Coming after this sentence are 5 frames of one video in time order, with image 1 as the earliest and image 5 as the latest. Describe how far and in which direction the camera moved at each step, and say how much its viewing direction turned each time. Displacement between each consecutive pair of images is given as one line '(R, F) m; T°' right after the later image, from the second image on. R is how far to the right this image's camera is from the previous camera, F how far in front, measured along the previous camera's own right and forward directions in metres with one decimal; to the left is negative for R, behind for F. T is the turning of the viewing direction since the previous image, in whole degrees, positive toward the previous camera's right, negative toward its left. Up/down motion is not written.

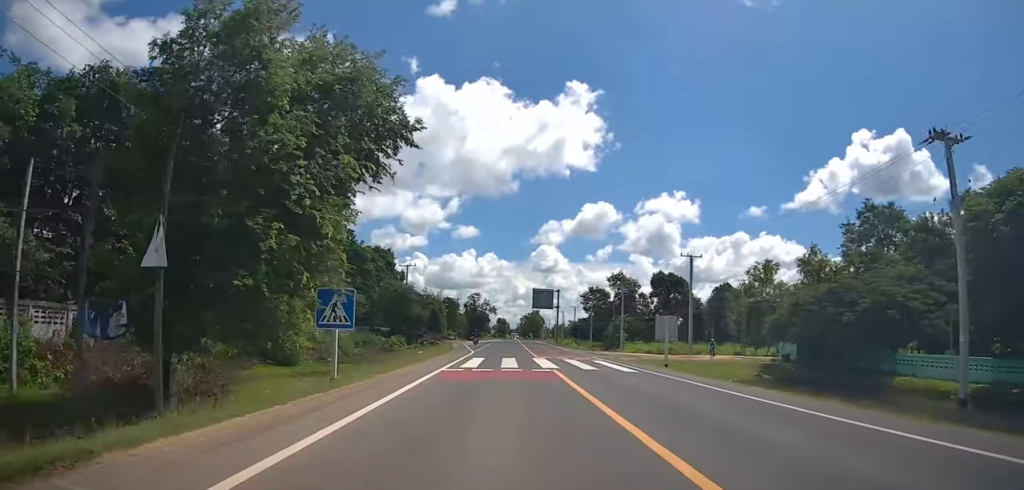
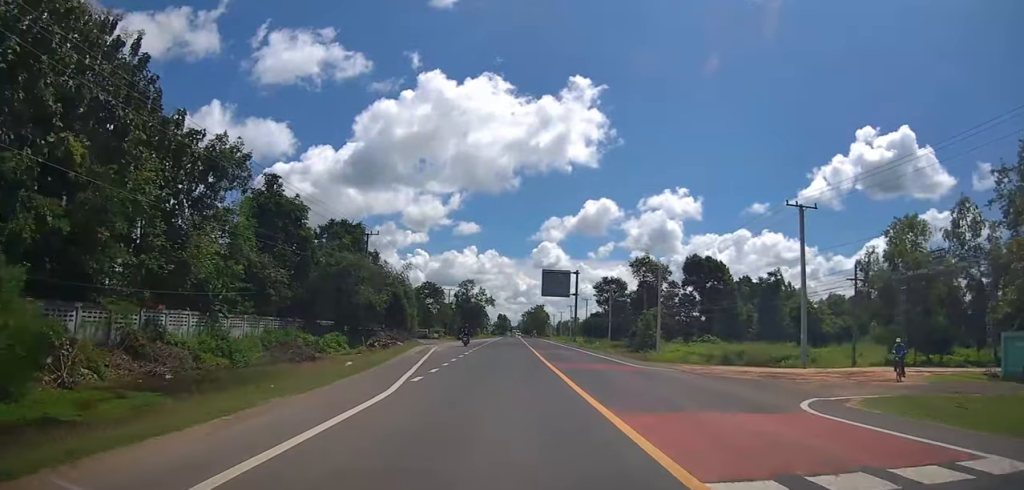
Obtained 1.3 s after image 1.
(+0.9, +25.5) m; +2°
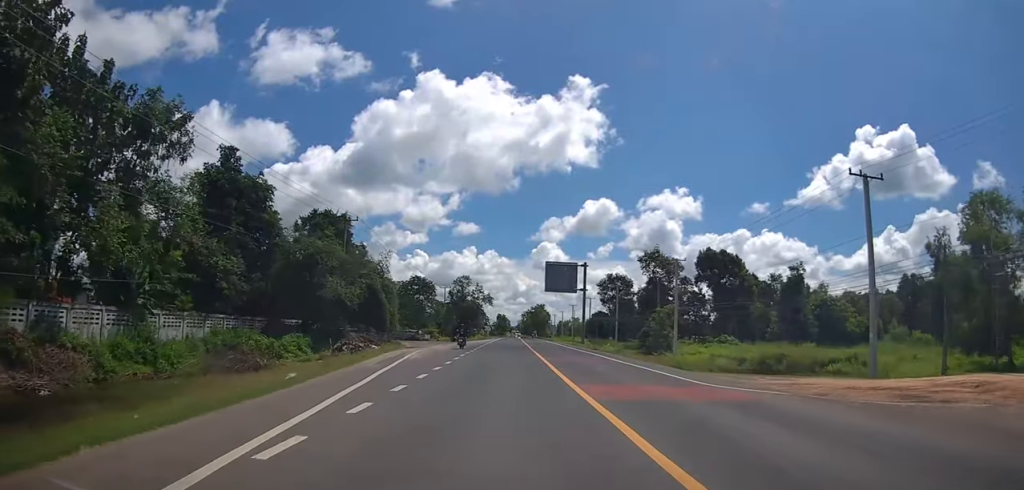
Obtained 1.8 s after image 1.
(+0.1, +8.3) m; -1°
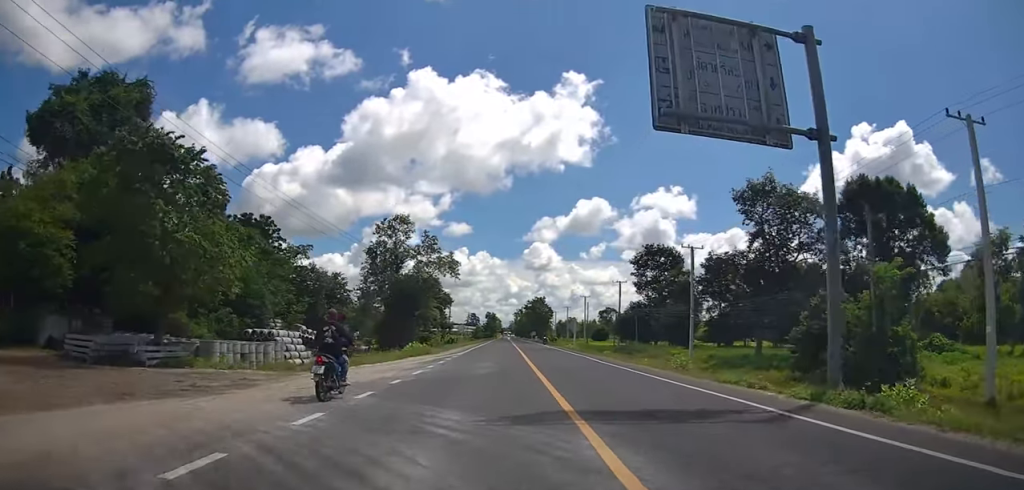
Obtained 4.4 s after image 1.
(-0.2, +50.3) m; +1°
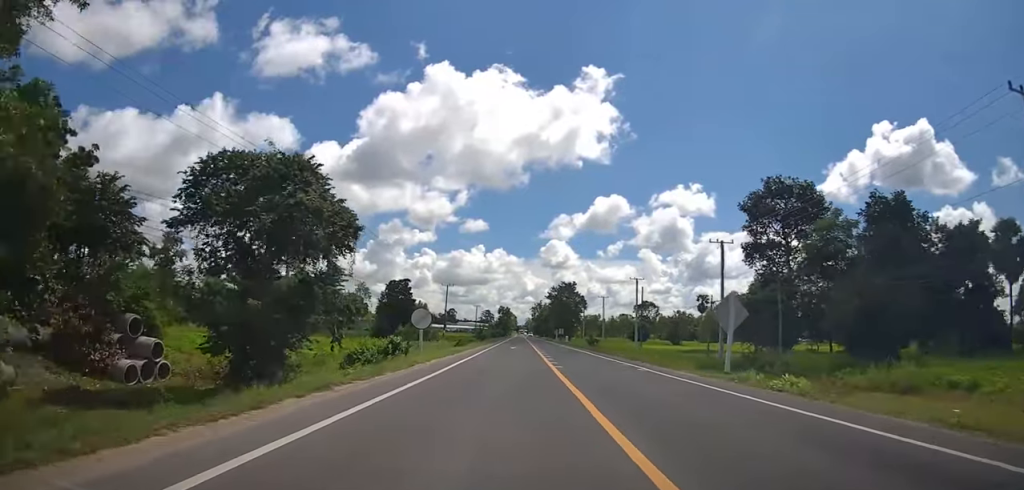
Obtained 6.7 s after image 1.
(-1.1, +42.8) m; -1°
